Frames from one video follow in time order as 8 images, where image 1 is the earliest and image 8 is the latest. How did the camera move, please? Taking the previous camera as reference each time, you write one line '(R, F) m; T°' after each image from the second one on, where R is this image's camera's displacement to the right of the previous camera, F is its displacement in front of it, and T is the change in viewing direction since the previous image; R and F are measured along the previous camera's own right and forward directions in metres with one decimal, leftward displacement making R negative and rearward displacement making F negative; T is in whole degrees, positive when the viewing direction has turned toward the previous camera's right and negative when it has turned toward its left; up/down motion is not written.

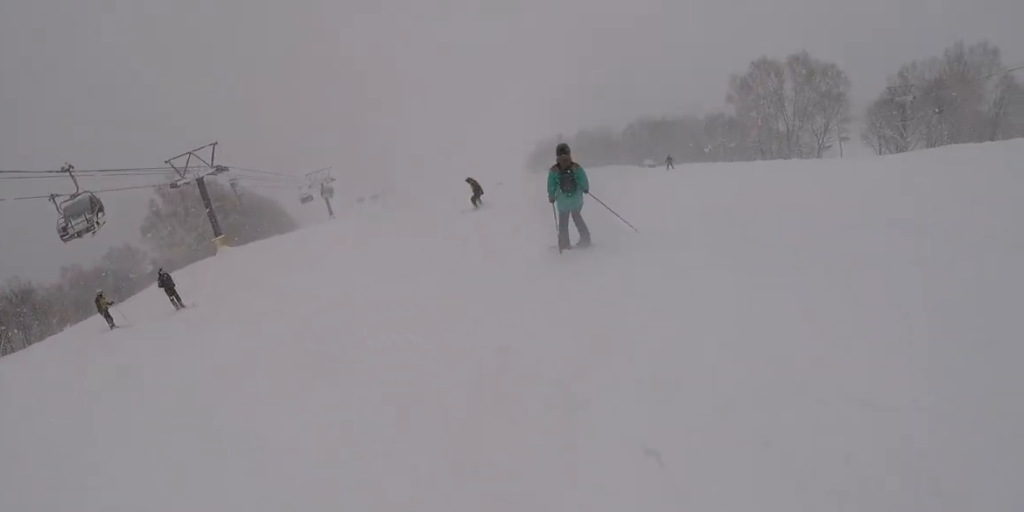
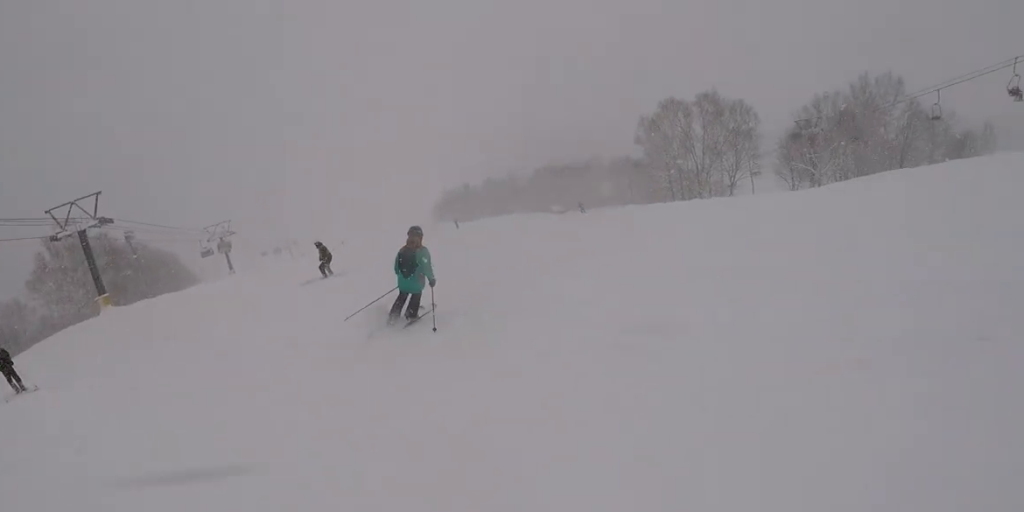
(+0.2, +3.1) m; +8°
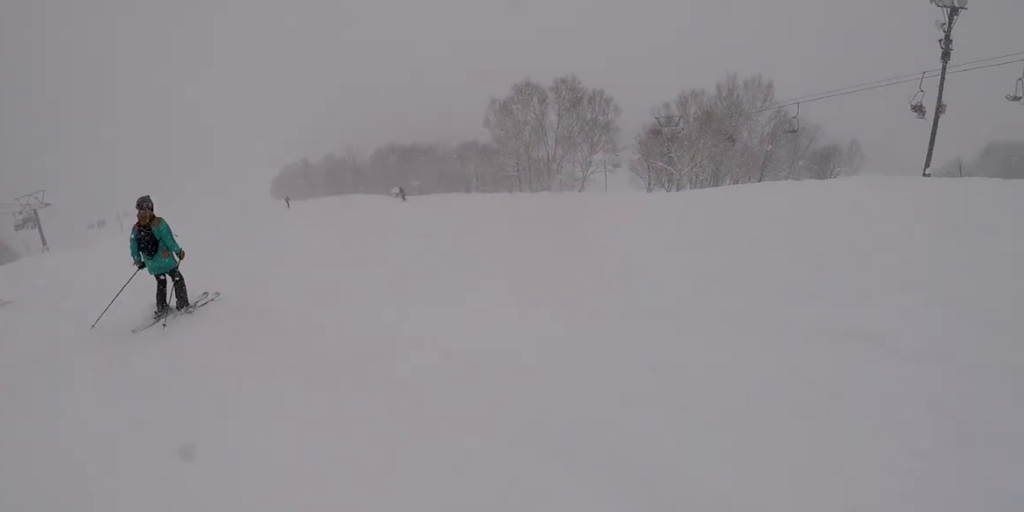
(+0.6, +5.2) m; +13°
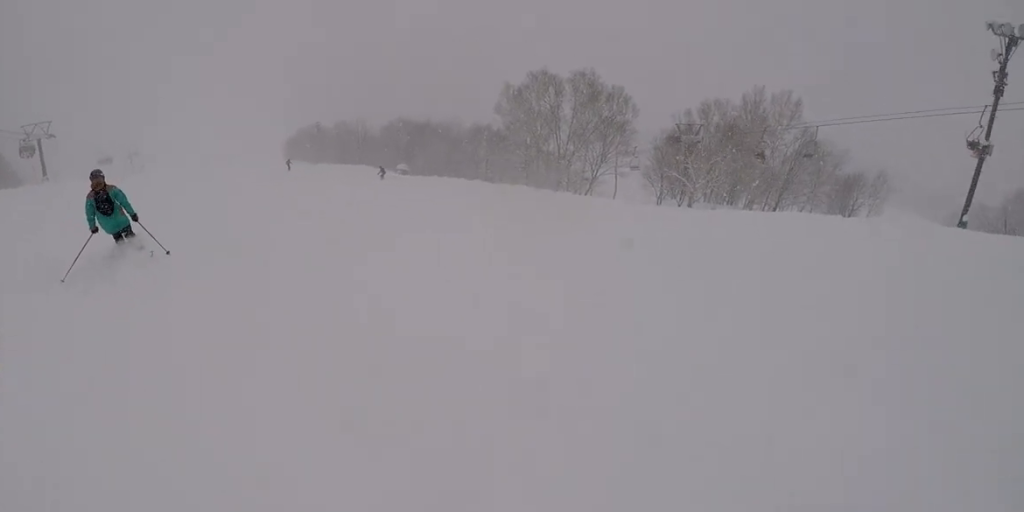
(+0.3, +3.6) m; 0°
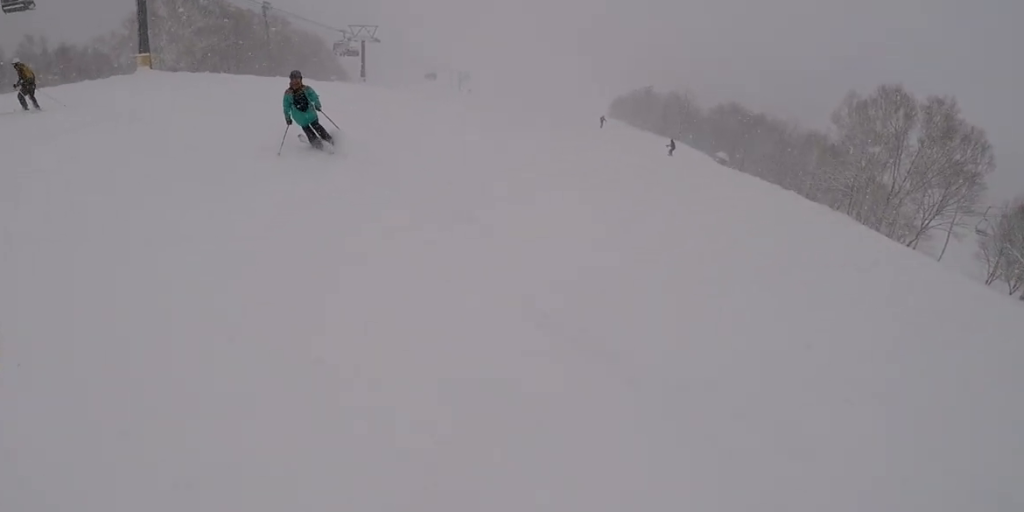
(+1.0, +4.2) m; -13°
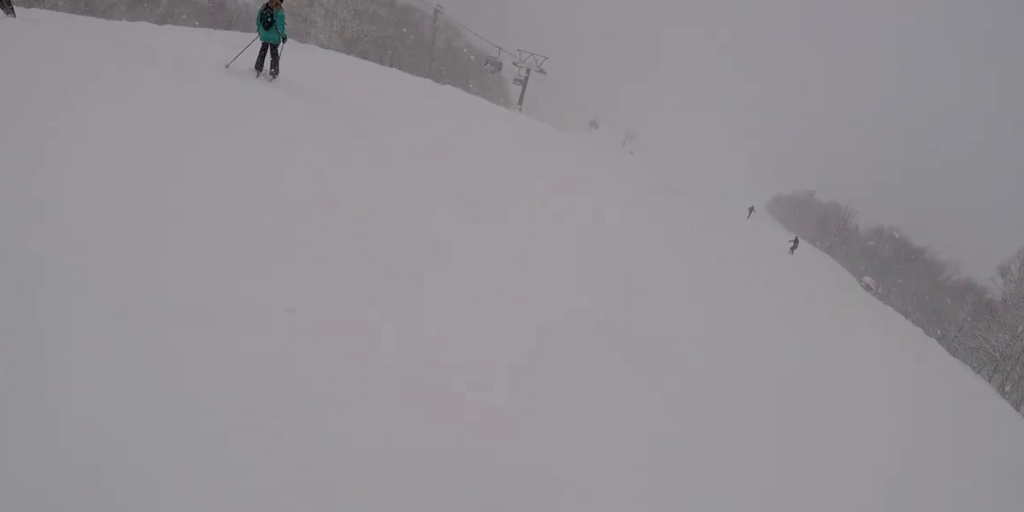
(-2.2, +4.7) m; -22°
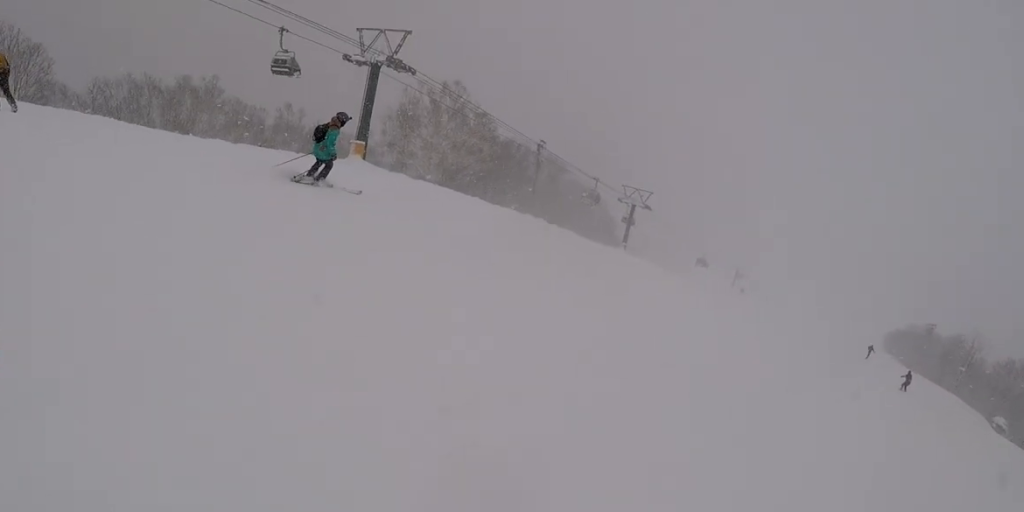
(-0.3, +3.6) m; -12°
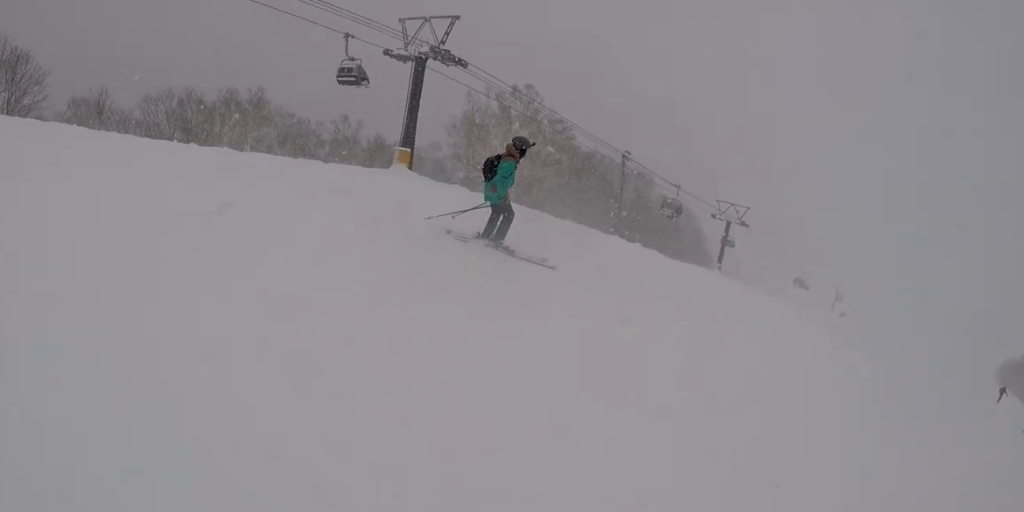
(-0.6, +5.4) m; -12°
